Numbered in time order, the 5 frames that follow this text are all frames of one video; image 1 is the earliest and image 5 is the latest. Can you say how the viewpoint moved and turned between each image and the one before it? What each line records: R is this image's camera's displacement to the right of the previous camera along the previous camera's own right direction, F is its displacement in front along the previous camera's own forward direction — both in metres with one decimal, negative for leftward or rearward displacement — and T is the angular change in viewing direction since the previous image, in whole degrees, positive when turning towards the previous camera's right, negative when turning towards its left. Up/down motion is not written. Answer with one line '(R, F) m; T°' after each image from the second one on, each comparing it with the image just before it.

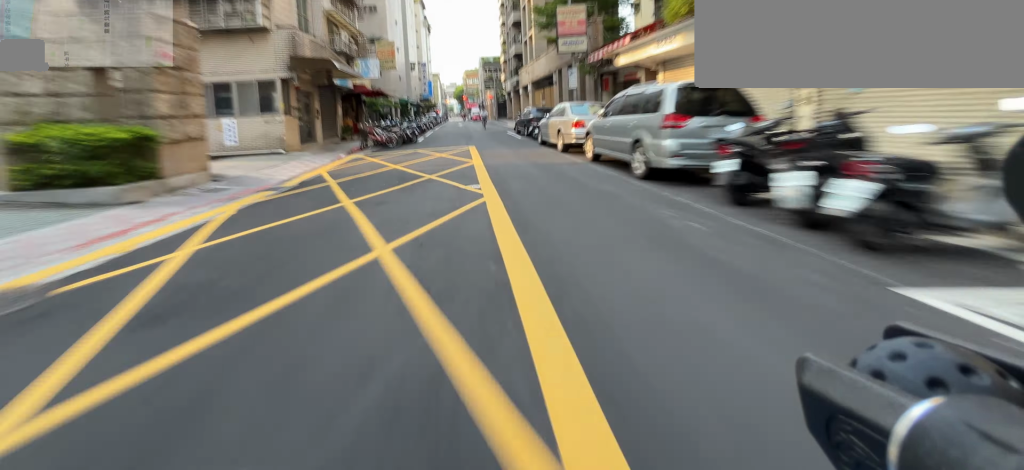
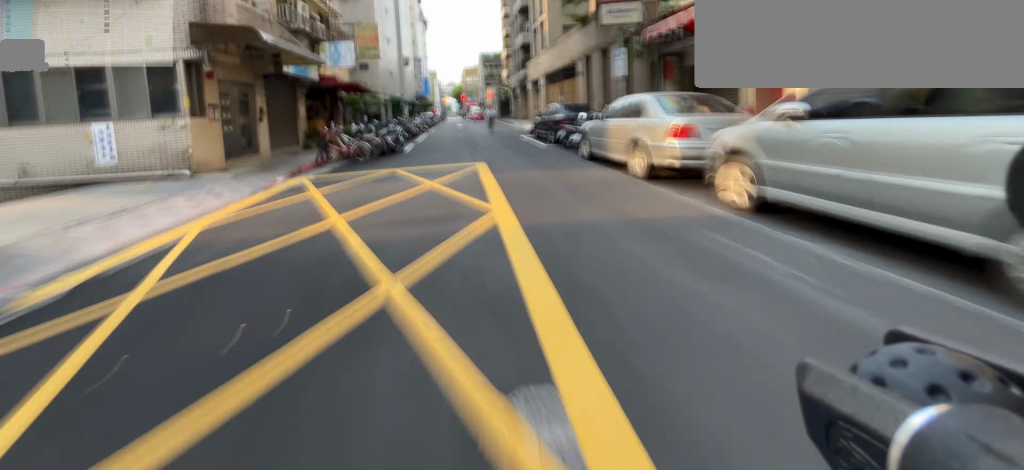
(-0.1, +5.5) m; 0°
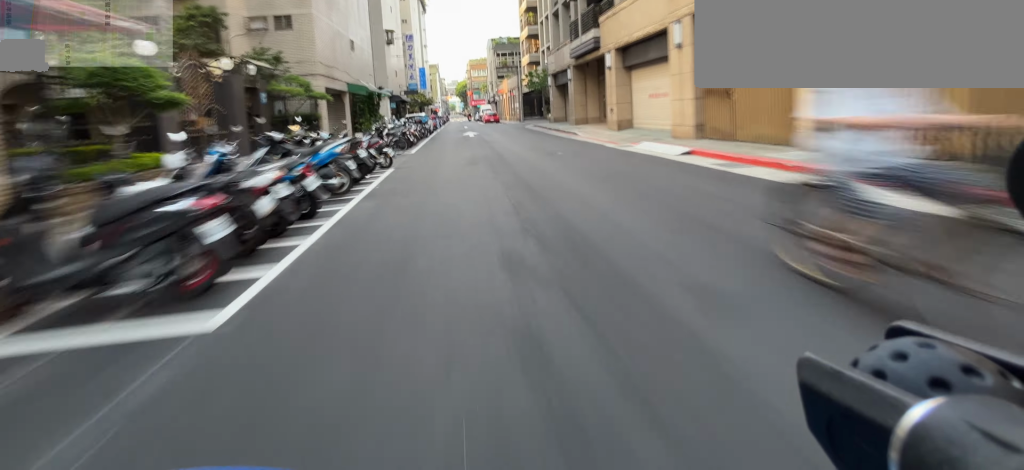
(+0.5, +17.5) m; +5°
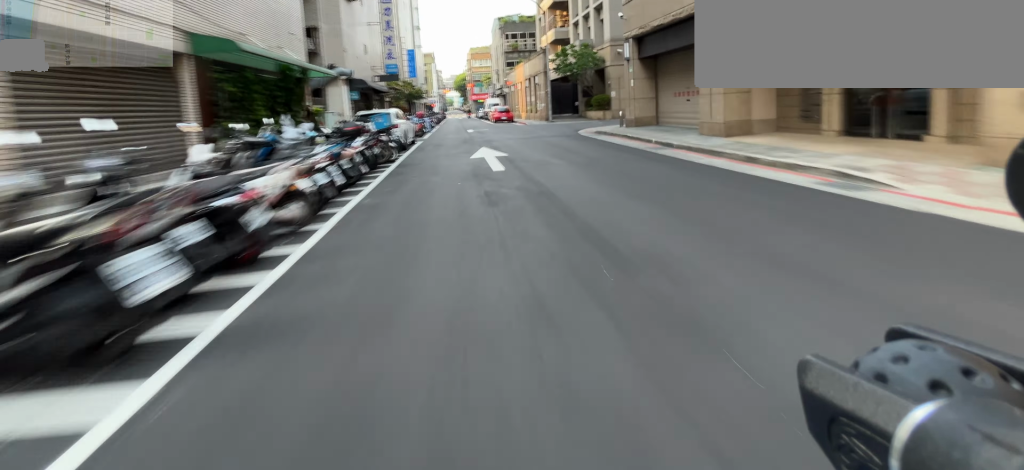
(+0.3, +13.7) m; -4°
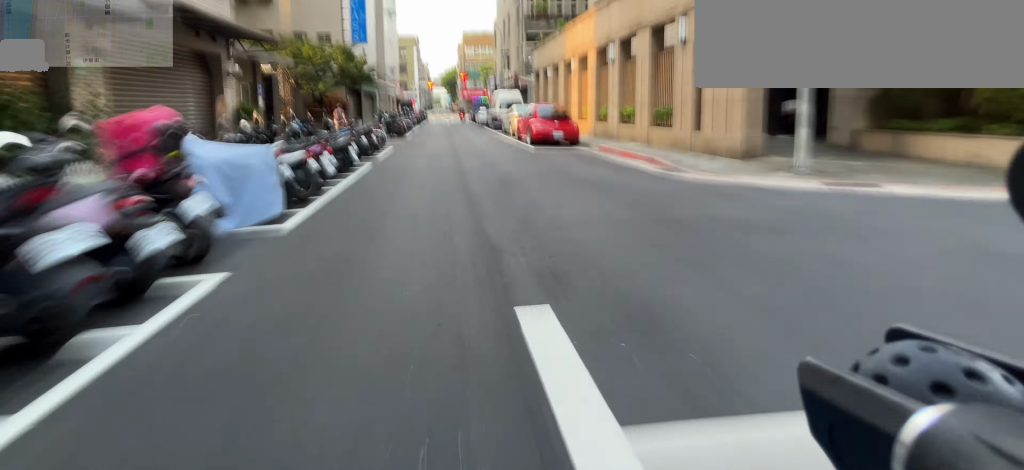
(-0.8, +22.4) m; +1°
